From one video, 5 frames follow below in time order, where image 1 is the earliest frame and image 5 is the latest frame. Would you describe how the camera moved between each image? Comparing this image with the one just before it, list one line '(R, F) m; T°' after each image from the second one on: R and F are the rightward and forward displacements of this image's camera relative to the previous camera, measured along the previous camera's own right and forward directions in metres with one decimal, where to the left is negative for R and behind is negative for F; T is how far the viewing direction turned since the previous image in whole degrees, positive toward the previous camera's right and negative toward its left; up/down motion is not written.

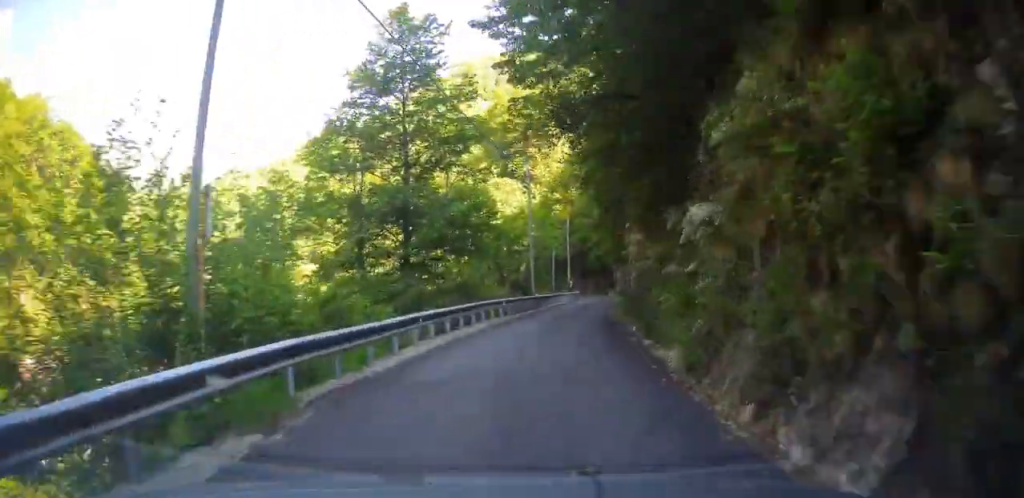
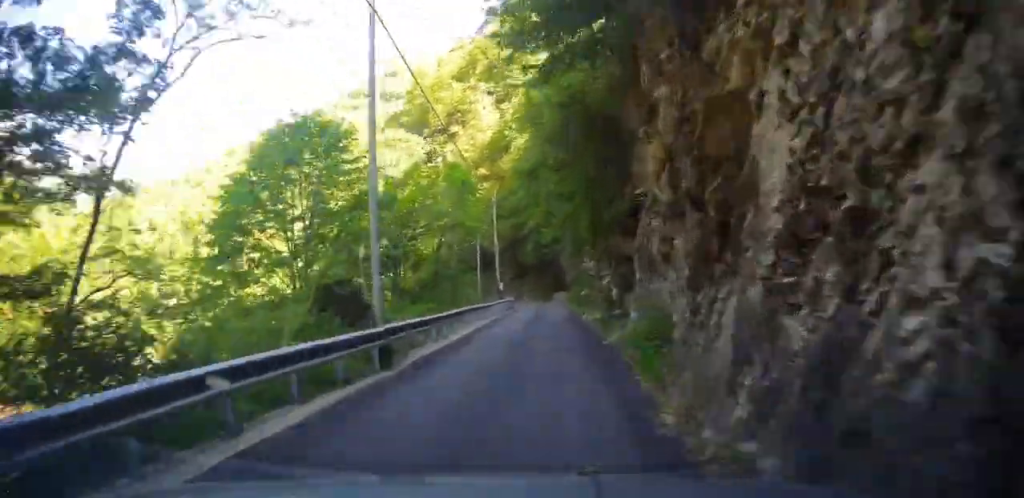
(+0.5, +20.6) m; +3°
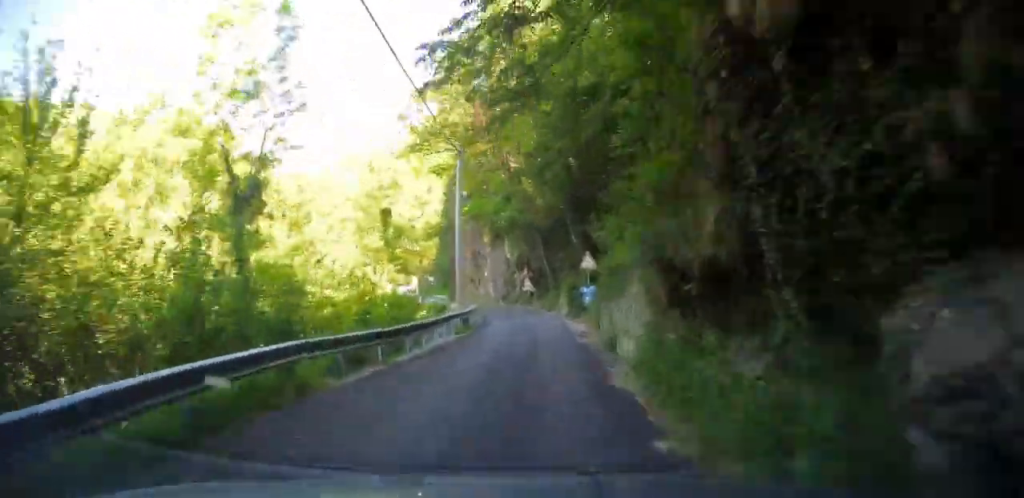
(-8.4, +70.9) m; -14°
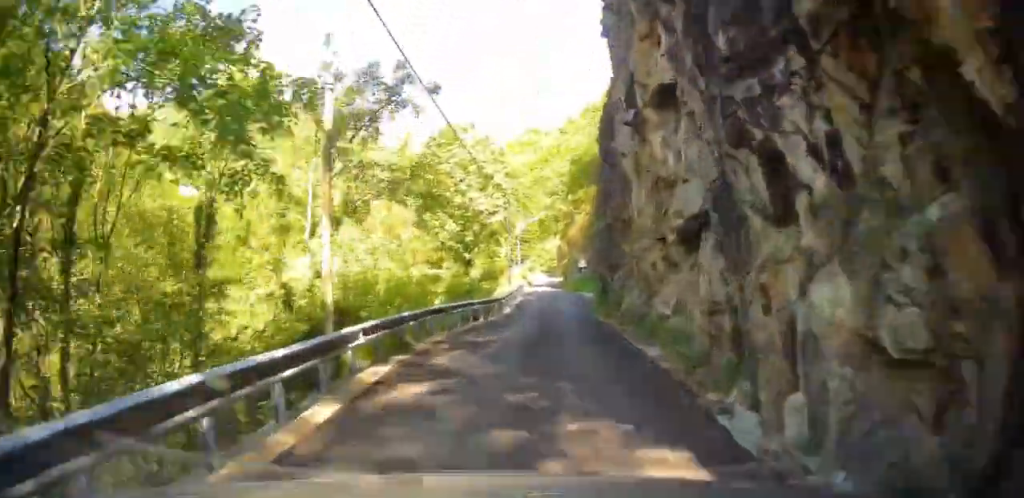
(-8.9, +47.4) m; -24°
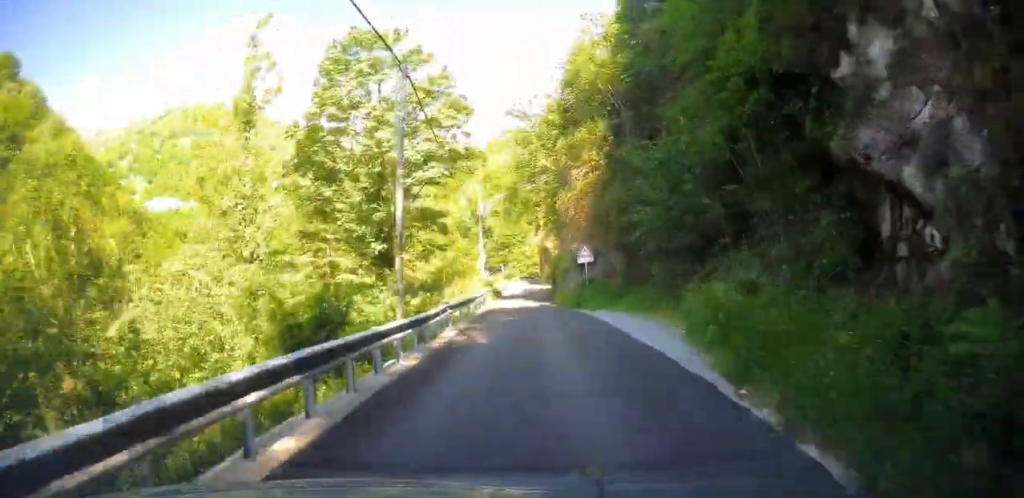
(-0.7, +23.7) m; -3°
